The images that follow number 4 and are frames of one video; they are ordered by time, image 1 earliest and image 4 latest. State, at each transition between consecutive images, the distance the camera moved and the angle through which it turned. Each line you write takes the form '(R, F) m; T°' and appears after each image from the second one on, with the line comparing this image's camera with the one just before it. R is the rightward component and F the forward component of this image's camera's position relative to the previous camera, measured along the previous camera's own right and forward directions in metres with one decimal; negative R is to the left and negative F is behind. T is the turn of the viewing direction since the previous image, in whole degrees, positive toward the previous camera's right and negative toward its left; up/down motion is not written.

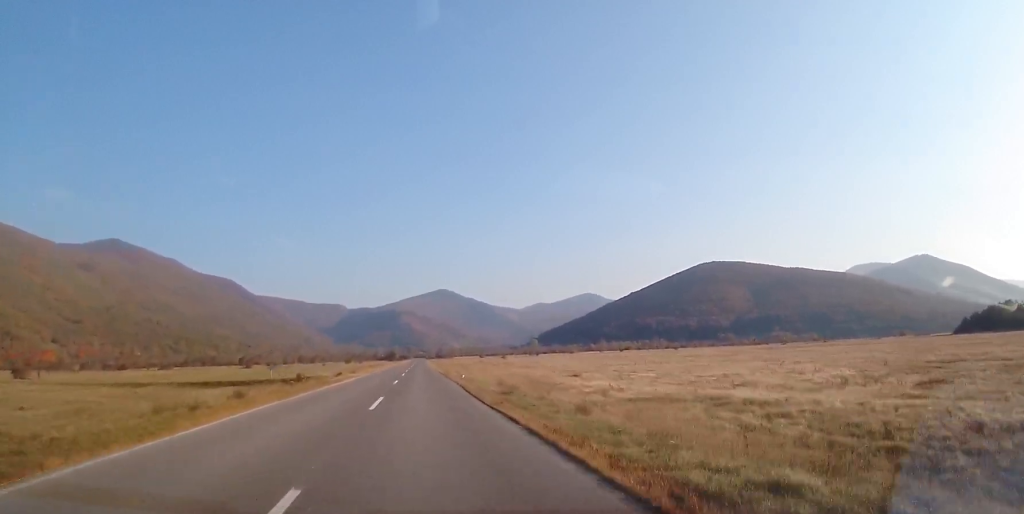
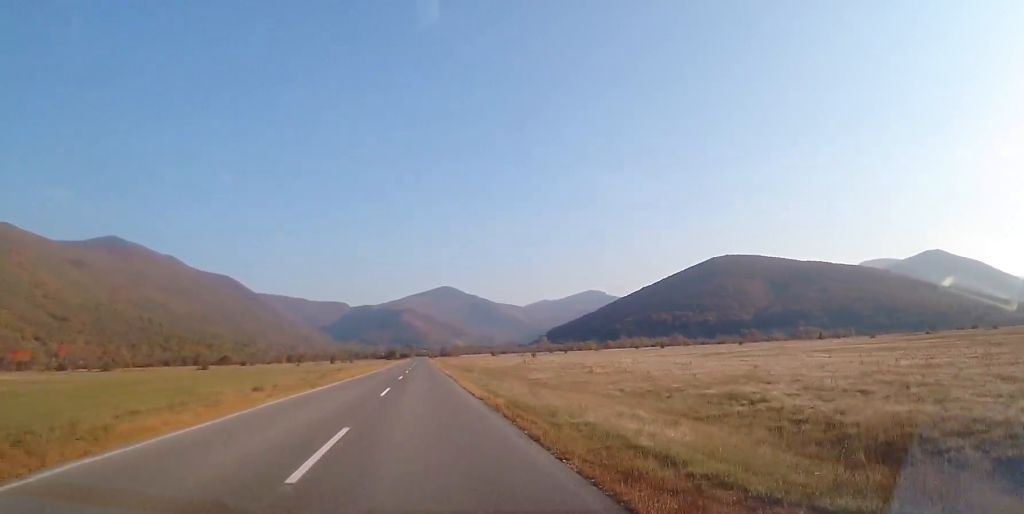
(-0.4, +55.0) m; 0°
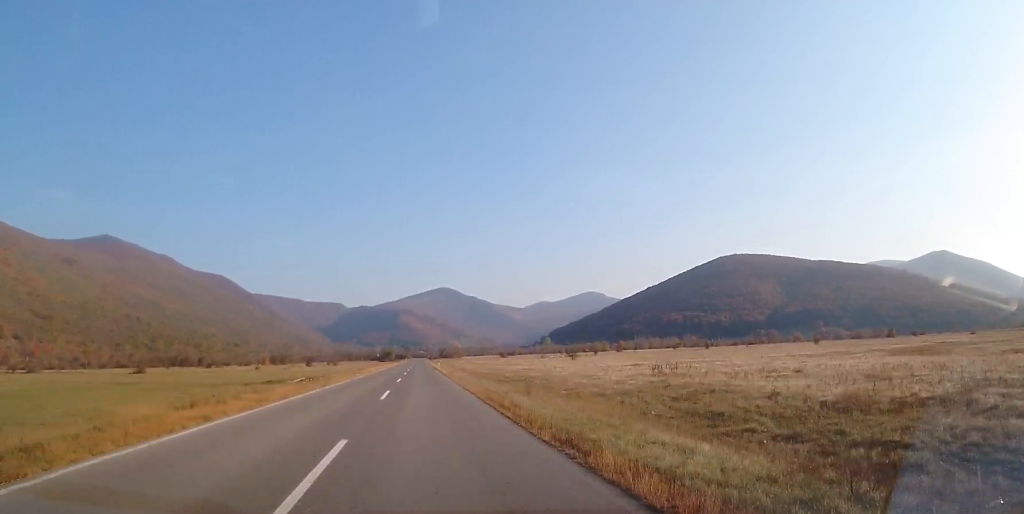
(+0.2, +47.1) m; 0°
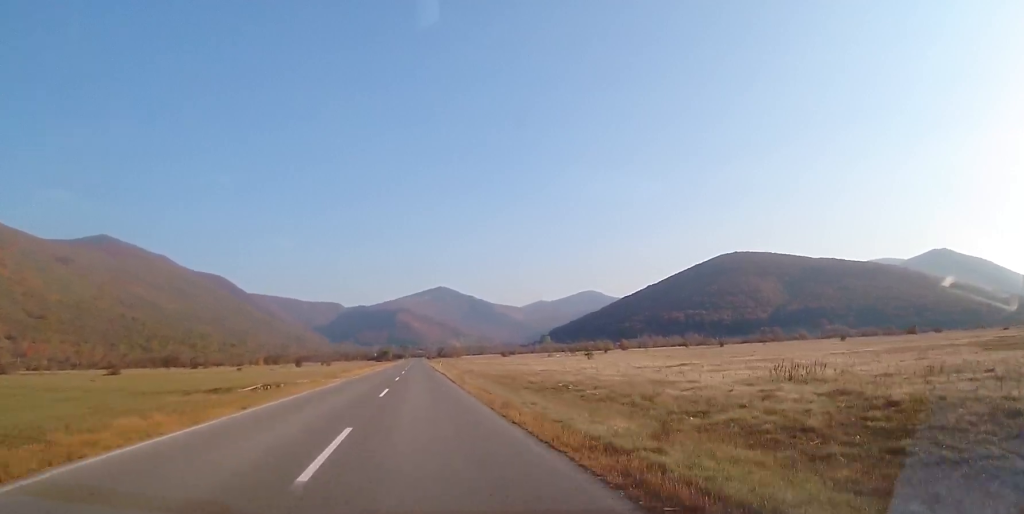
(0.0, +13.4) m; 0°
